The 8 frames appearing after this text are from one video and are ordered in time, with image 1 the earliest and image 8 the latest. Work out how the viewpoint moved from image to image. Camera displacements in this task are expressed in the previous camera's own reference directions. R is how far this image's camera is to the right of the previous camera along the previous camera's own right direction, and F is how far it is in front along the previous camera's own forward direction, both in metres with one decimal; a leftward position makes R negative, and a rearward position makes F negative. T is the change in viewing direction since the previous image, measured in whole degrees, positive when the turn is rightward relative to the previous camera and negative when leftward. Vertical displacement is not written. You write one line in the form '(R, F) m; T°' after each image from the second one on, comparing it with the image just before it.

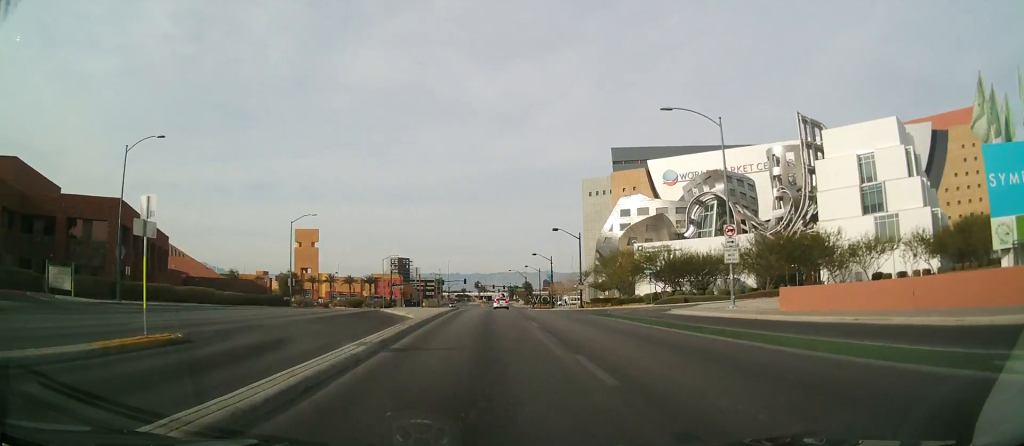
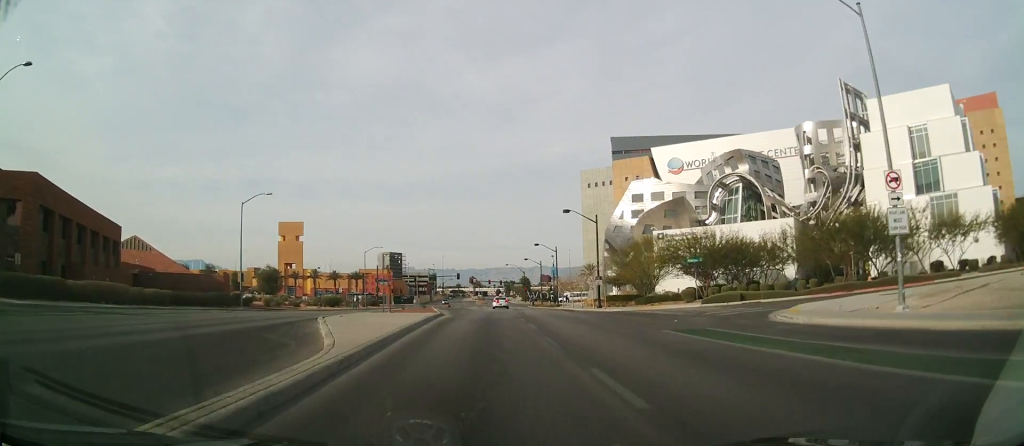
(0.0, +13.4) m; 0°
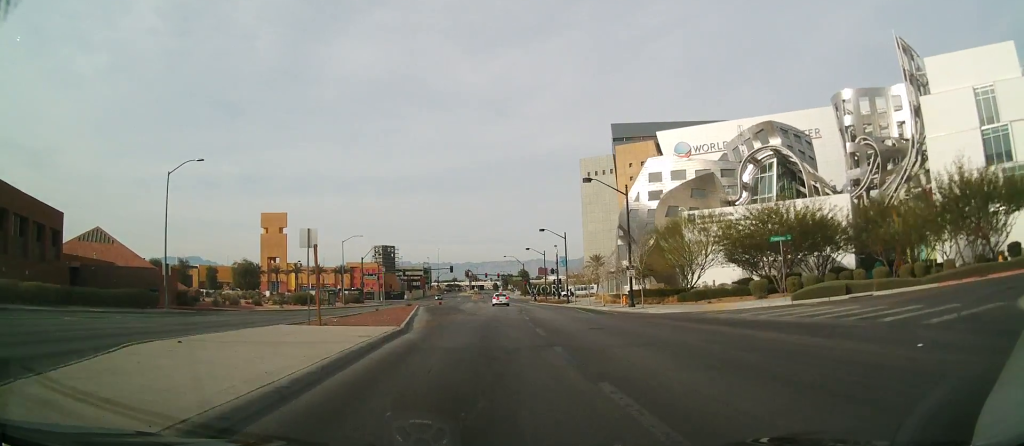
(0.0, +13.7) m; -1°
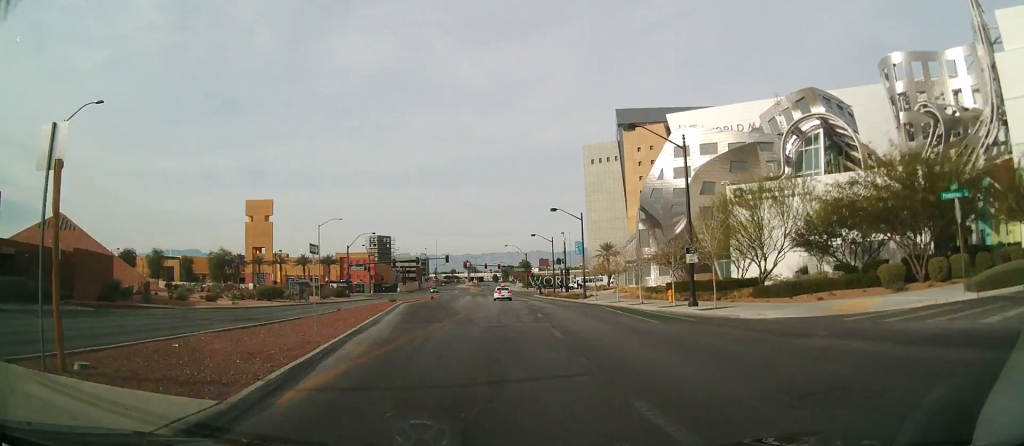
(-0.3, +12.9) m; 0°
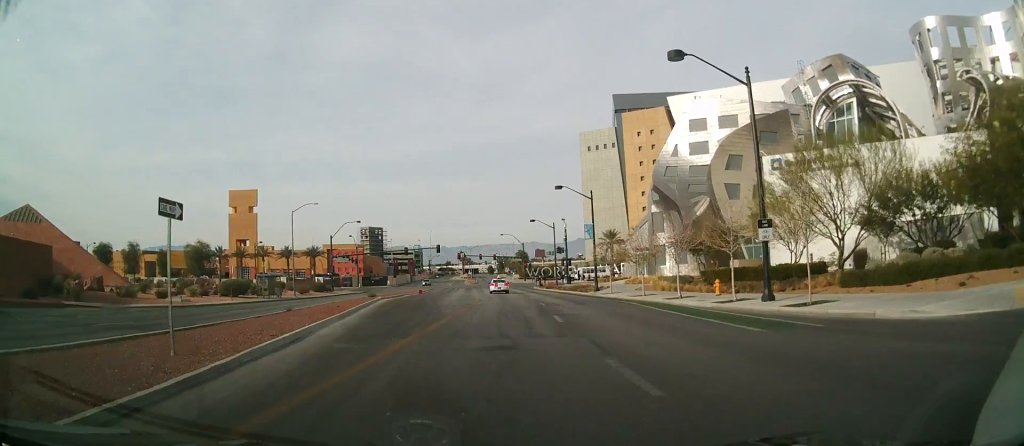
(-0.2, +8.7) m; +2°
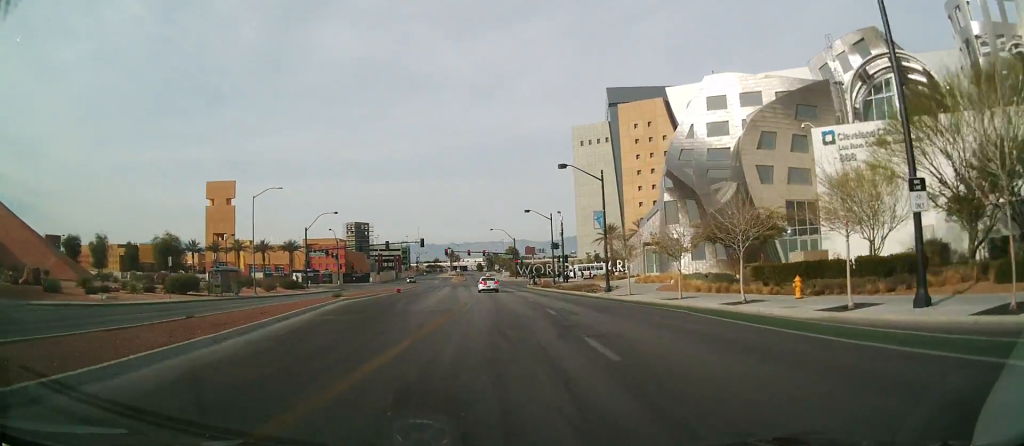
(+0.6, +8.9) m; +3°
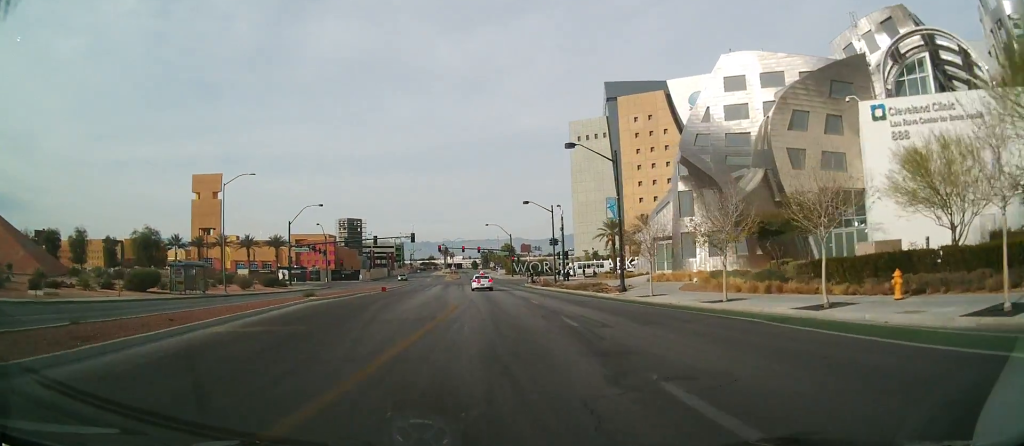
(0.0, +6.0) m; -1°
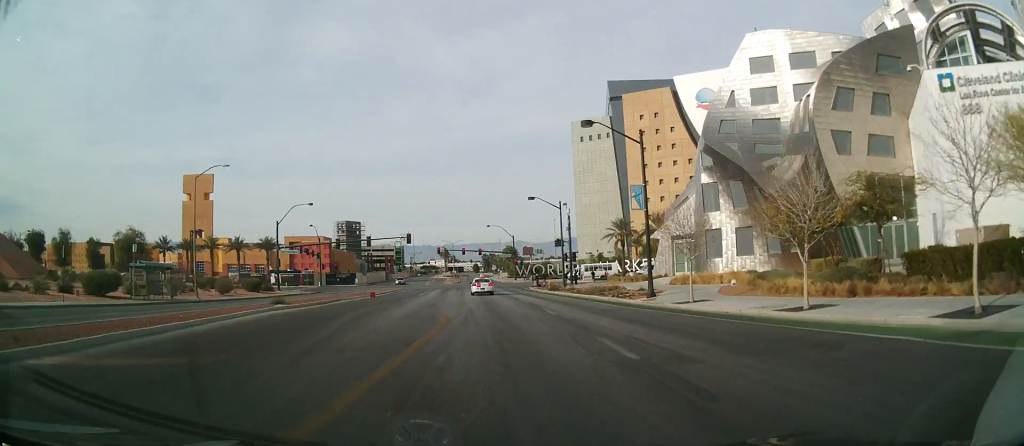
(+0.1, +6.2) m; -2°
